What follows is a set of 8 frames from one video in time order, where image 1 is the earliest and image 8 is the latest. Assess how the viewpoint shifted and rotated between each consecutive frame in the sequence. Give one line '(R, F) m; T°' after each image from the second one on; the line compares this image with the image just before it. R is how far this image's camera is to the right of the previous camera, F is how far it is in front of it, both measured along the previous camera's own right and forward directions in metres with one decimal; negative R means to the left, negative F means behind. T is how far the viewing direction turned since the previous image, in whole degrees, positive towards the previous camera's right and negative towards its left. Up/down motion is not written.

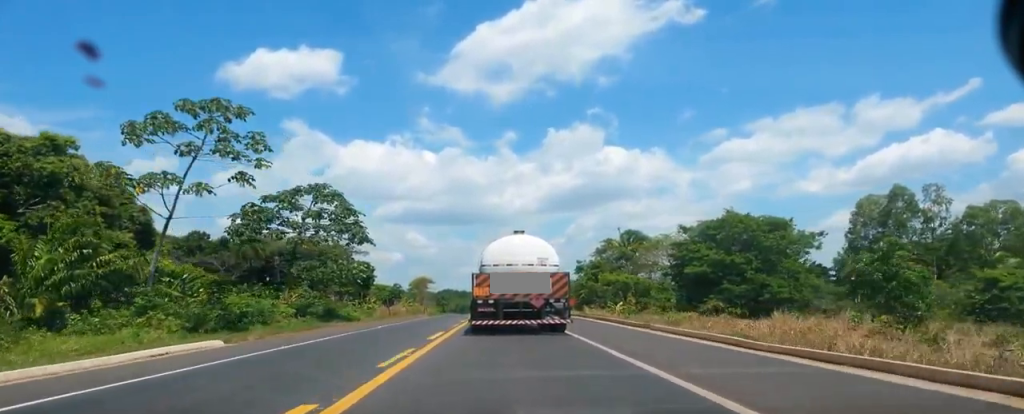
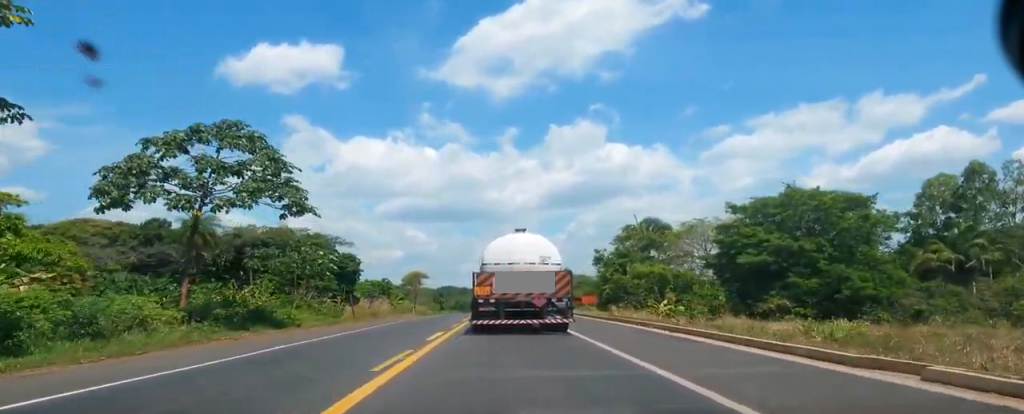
(-0.2, +17.2) m; -1°
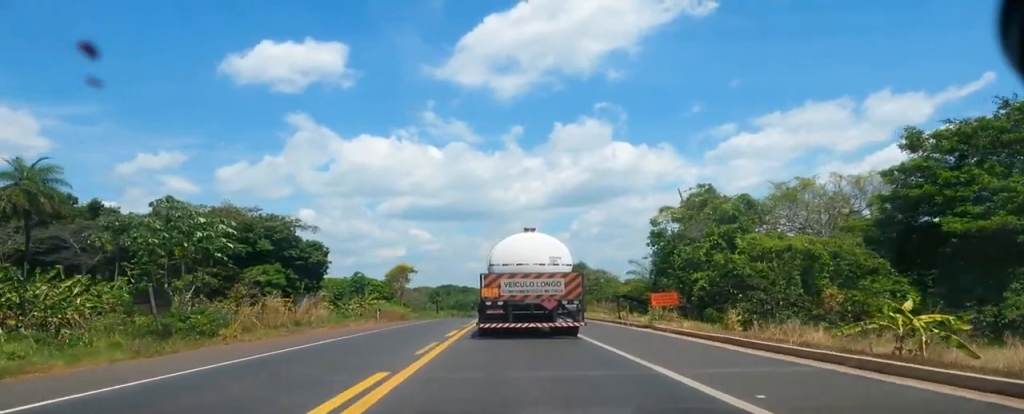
(0.0, +28.9) m; 0°
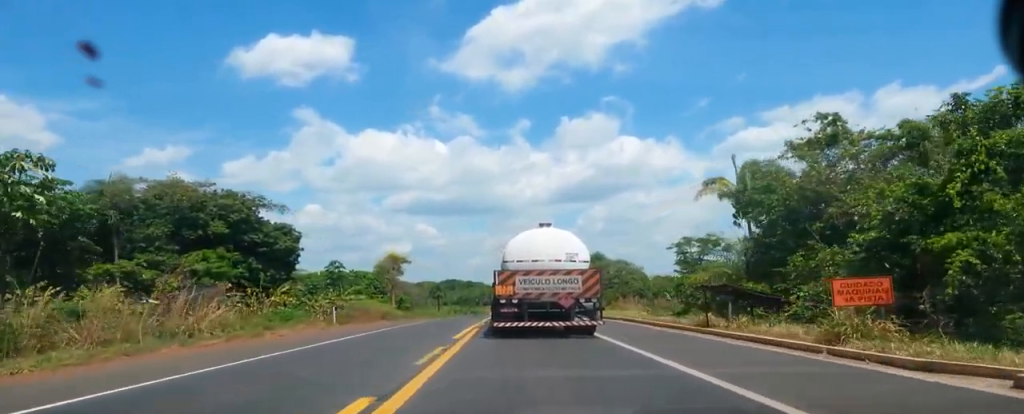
(0.0, +19.4) m; +1°
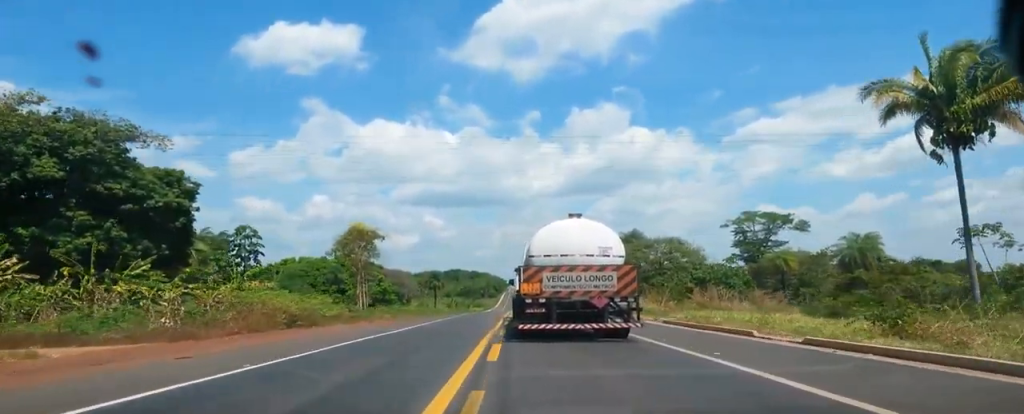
(+0.6, +34.6) m; -1°
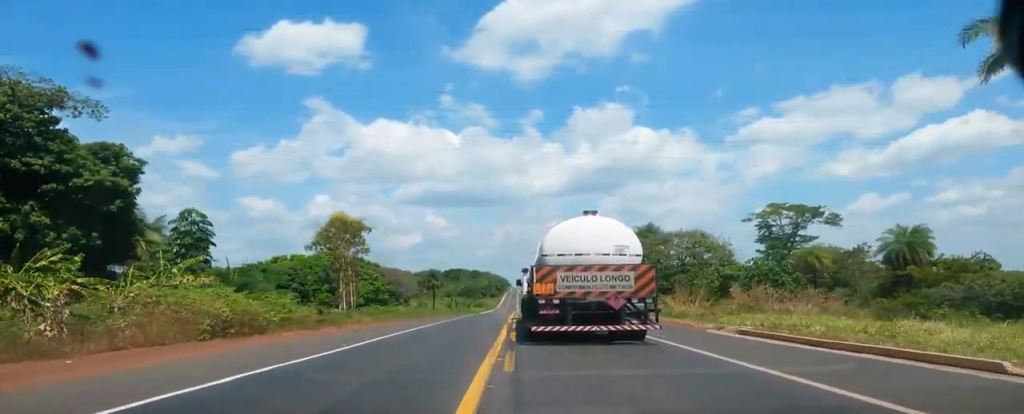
(-0.5, +10.6) m; -1°
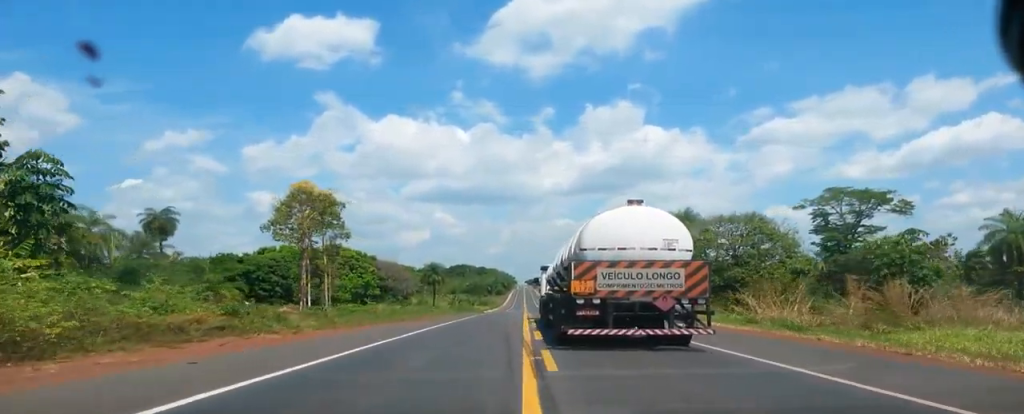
(-0.4, +17.0) m; -1°
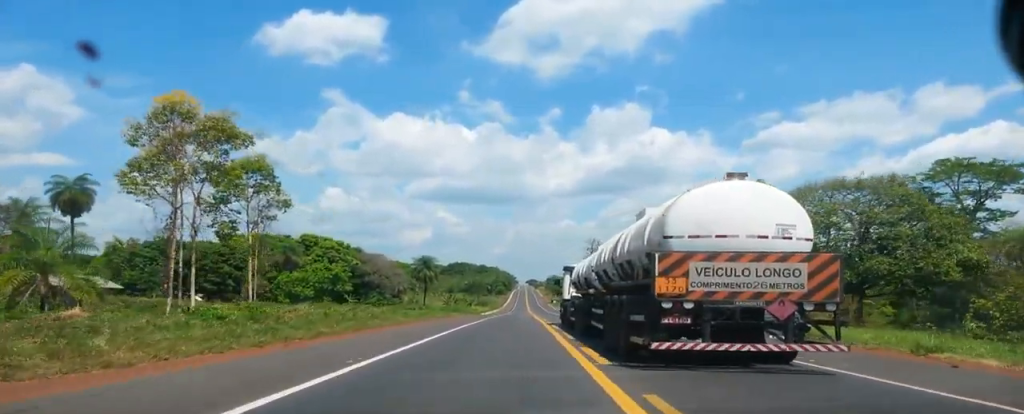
(+0.2, +23.5) m; +2°
